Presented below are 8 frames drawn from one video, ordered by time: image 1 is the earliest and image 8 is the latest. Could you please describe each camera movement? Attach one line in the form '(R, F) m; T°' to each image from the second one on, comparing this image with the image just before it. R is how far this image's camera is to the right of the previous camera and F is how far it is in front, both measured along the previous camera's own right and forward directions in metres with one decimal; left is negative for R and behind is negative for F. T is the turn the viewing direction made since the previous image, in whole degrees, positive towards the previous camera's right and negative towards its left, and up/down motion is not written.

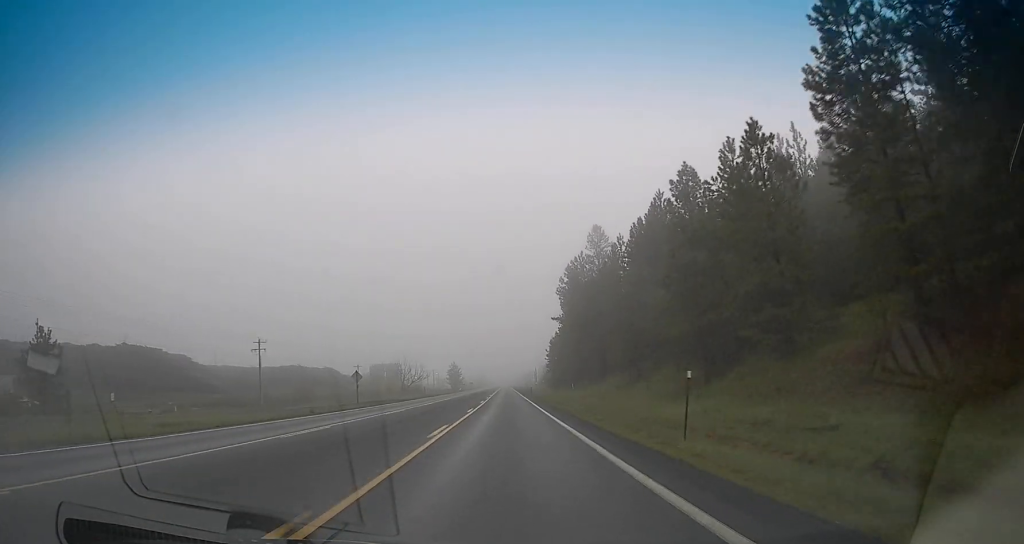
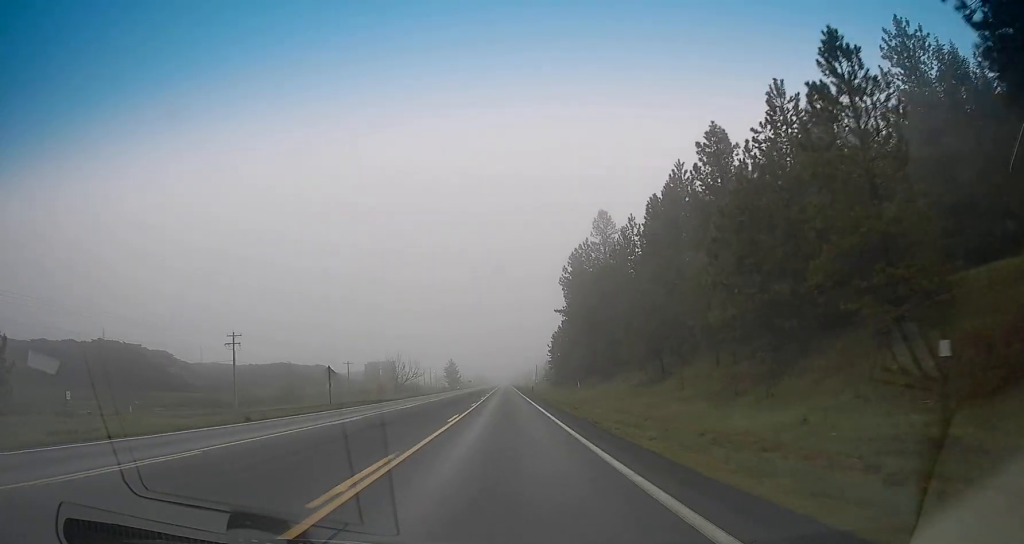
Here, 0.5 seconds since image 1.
(0.0, +9.5) m; 0°
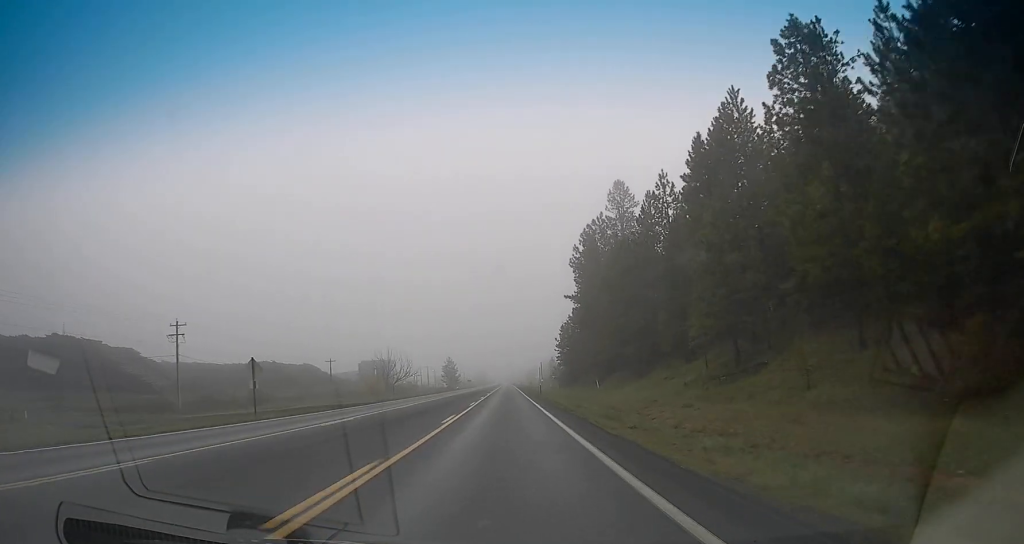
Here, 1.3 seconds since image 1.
(+0.2, +17.0) m; 0°
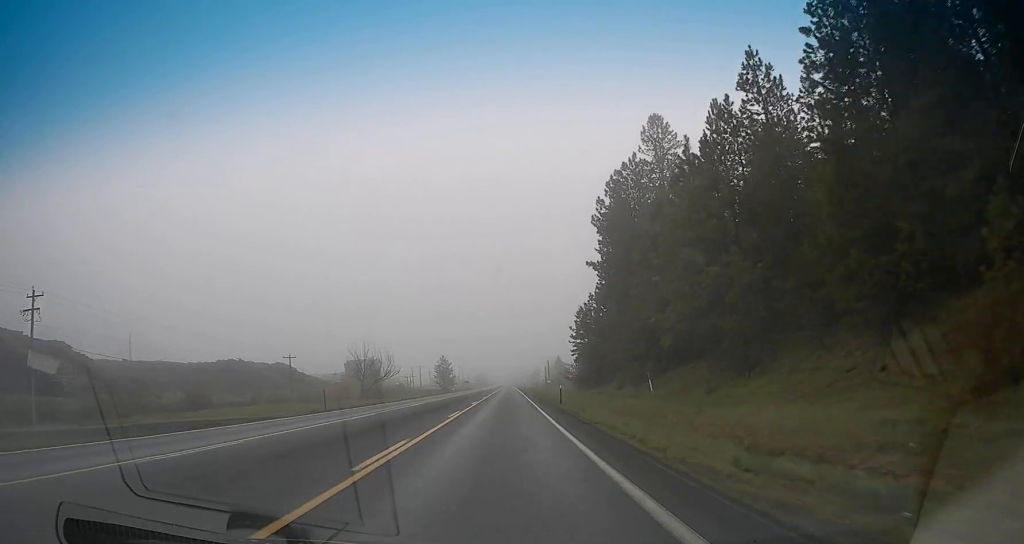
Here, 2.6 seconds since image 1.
(-0.2, +26.3) m; -1°
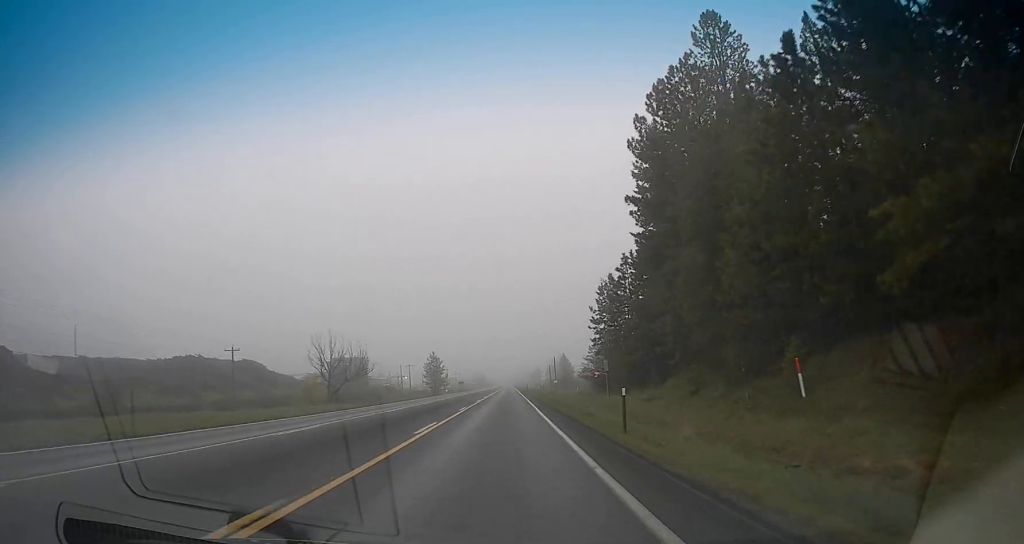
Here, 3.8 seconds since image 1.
(-0.3, +23.4) m; -2°
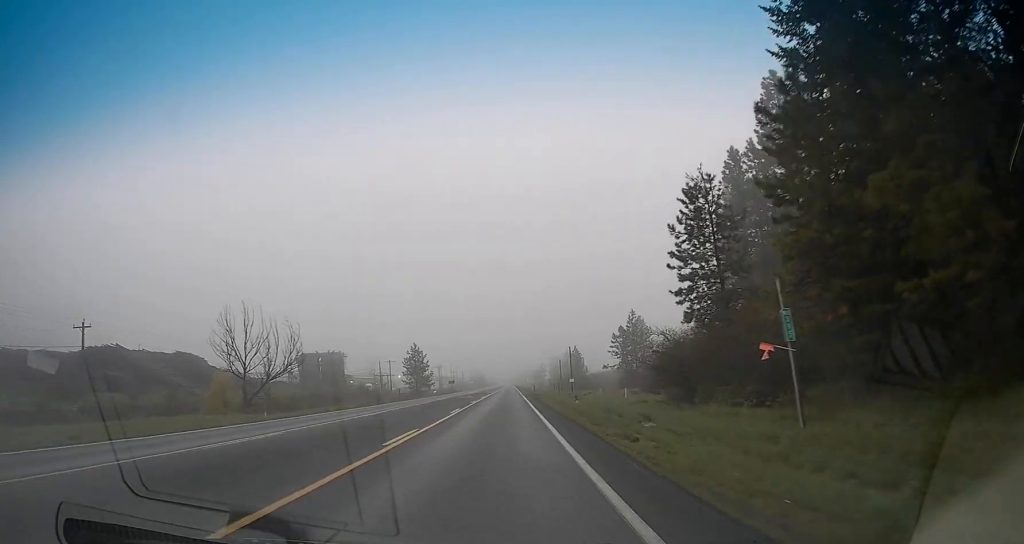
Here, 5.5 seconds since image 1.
(+0.3, +34.0) m; +2°
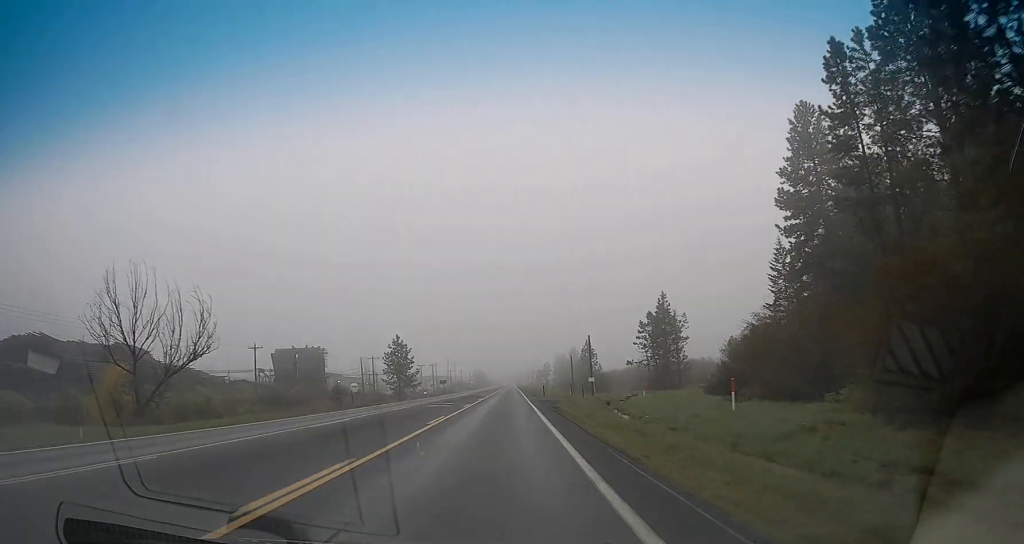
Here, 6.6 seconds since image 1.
(+0.2, +22.6) m; -1°
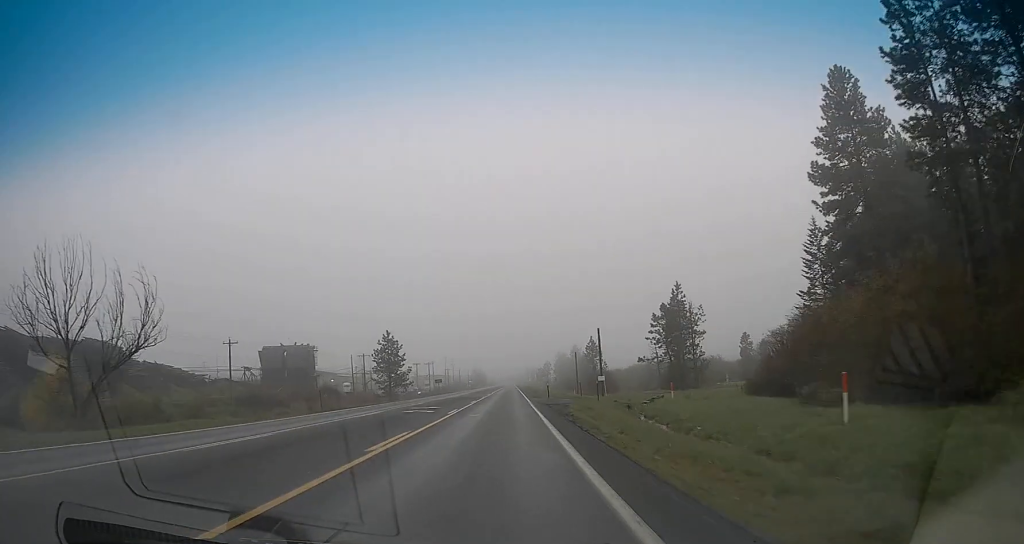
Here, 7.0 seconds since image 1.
(0.0, +8.7) m; -1°
